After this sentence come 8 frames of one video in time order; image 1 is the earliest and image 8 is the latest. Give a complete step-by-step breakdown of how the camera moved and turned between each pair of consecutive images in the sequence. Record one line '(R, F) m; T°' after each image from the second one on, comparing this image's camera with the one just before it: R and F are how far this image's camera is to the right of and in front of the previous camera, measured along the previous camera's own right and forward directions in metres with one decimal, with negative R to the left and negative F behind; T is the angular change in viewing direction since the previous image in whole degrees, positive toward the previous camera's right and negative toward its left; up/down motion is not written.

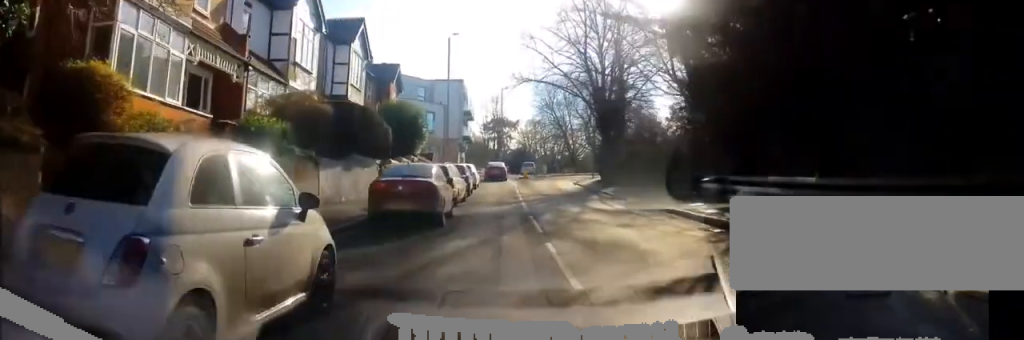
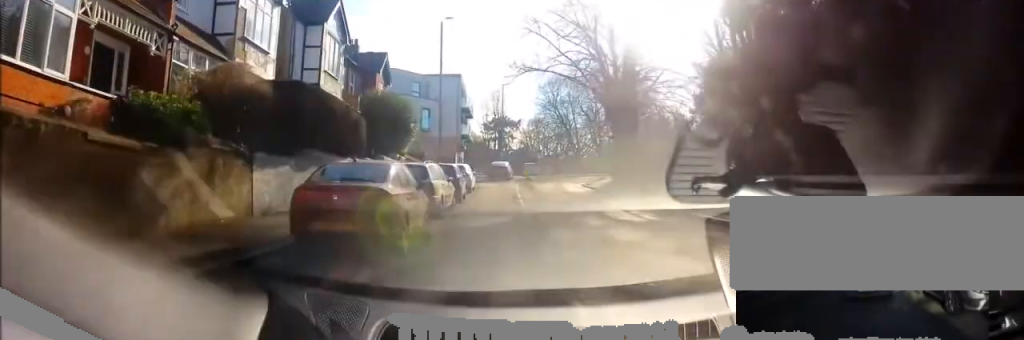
(-0.2, +3.9) m; +1°
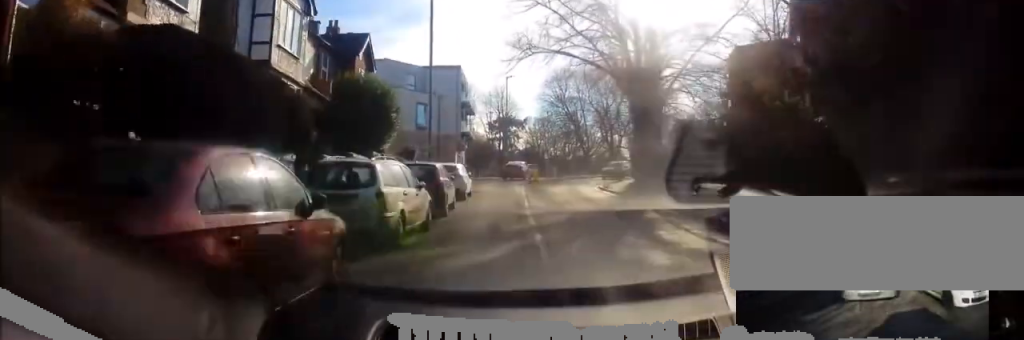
(+0.3, +4.9) m; +3°
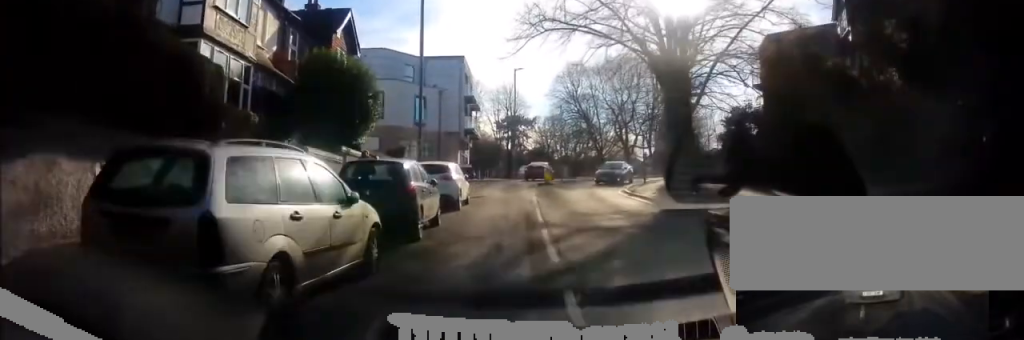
(+0.1, +4.9) m; +1°
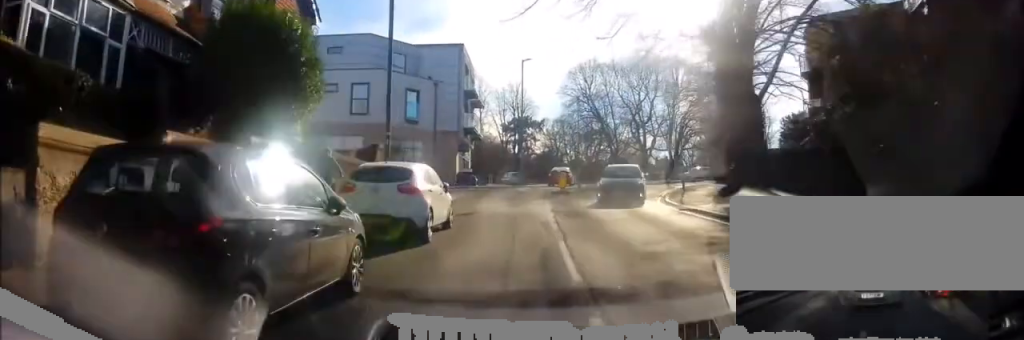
(0.0, +6.4) m; -1°
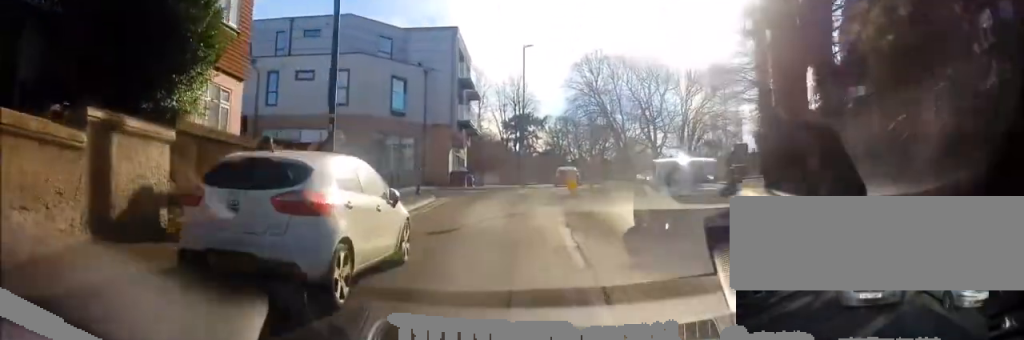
(-0.1, +4.7) m; 0°
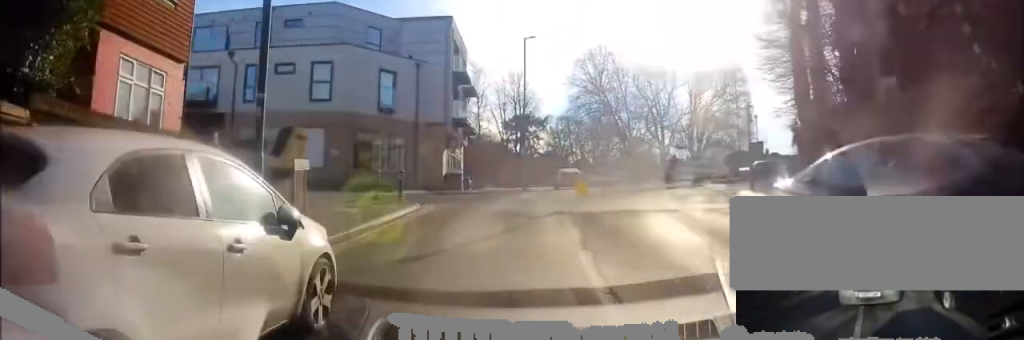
(+0.1, +3.4) m; +3°
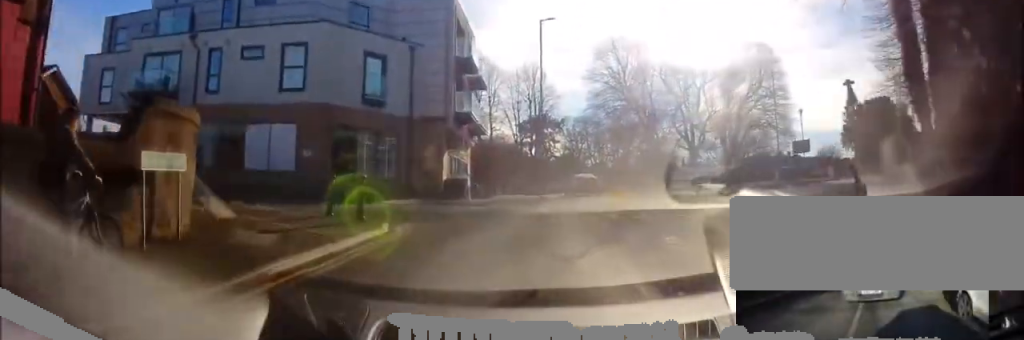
(+0.2, +4.9) m; +3°
